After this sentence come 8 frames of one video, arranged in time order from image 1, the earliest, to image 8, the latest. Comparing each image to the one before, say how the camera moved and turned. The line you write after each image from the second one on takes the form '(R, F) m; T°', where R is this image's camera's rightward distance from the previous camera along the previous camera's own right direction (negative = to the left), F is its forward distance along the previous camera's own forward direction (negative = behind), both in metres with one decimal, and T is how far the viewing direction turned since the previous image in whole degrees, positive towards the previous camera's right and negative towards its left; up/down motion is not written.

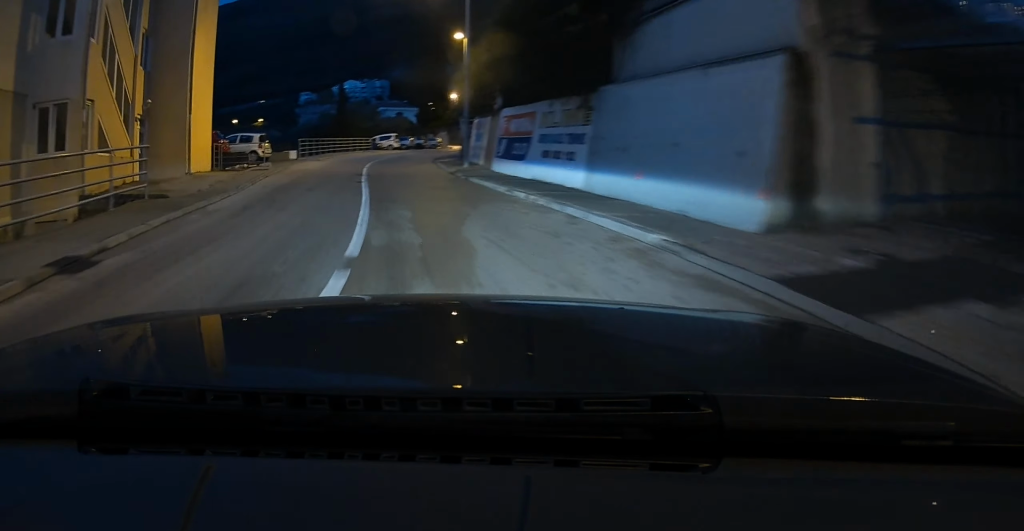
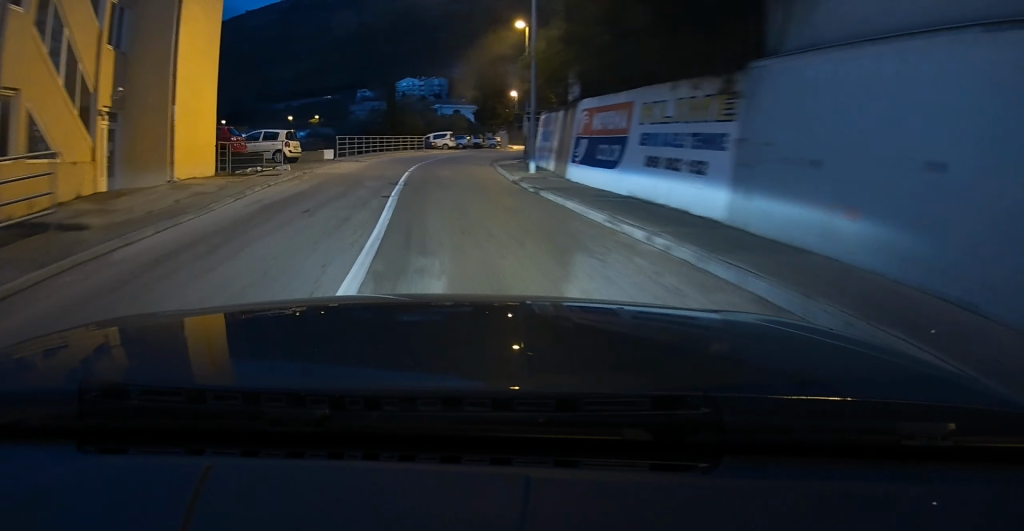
(-0.5, +5.4) m; -4°
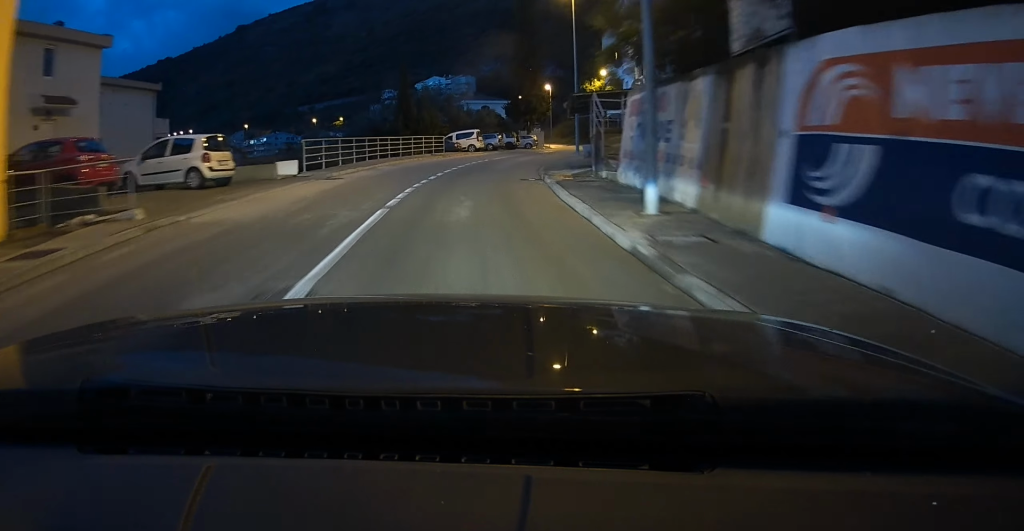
(-0.7, +12.1) m; -3°
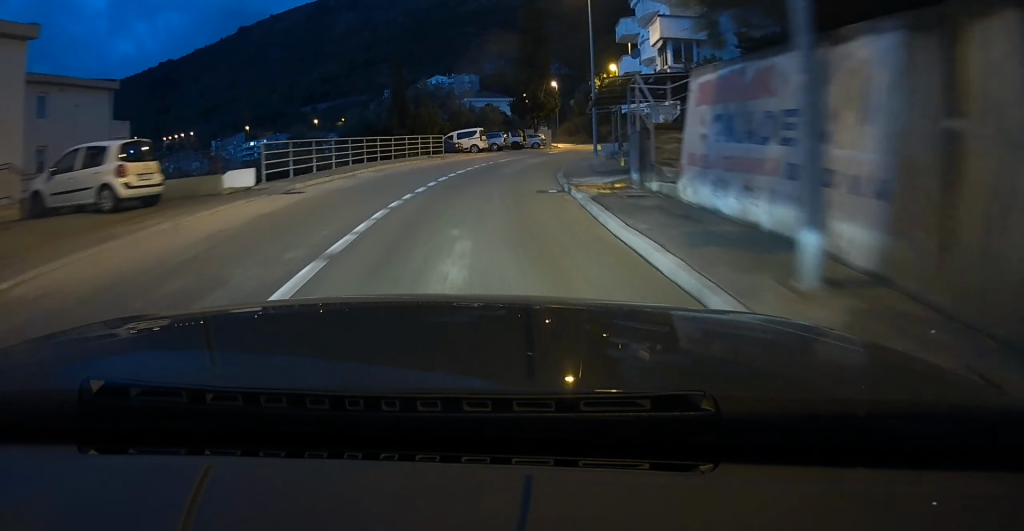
(0.0, +5.0) m; +1°
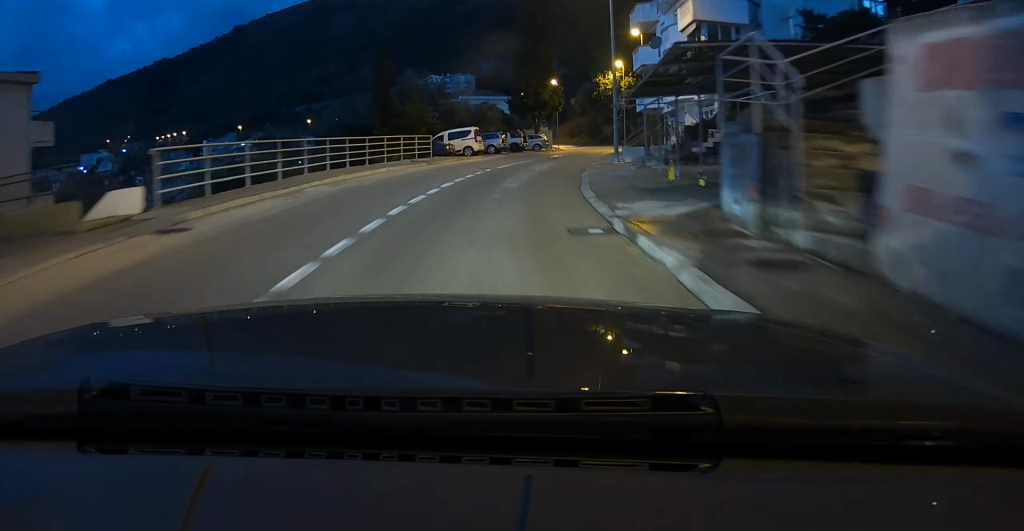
(+0.1, +6.5) m; +2°
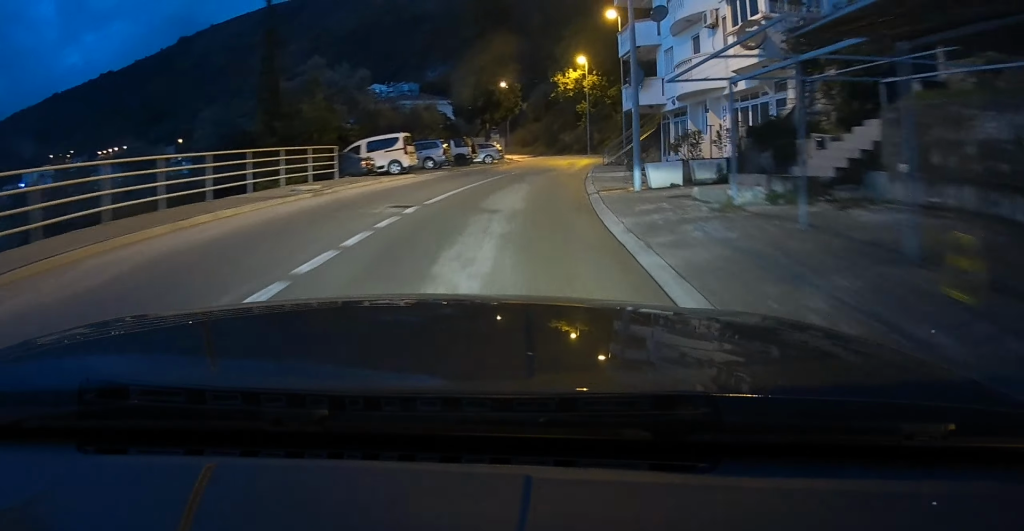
(+0.3, +11.9) m; +2°
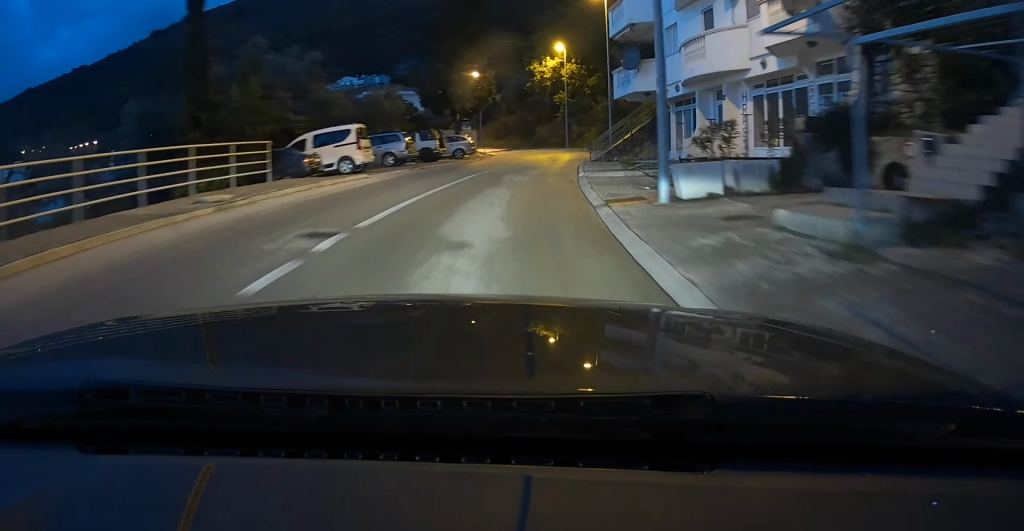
(0.0, +4.6) m; +2°
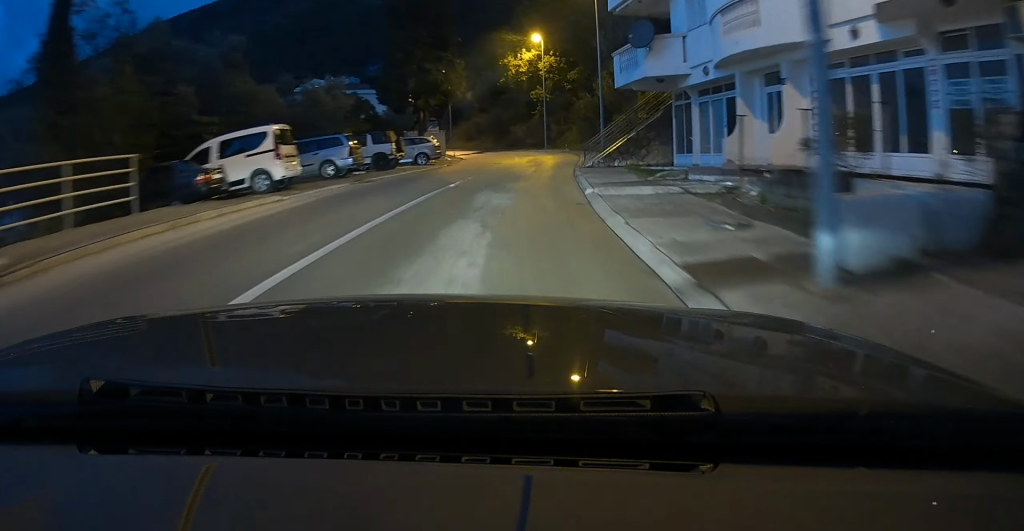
(-0.1, +6.4) m; +3°
